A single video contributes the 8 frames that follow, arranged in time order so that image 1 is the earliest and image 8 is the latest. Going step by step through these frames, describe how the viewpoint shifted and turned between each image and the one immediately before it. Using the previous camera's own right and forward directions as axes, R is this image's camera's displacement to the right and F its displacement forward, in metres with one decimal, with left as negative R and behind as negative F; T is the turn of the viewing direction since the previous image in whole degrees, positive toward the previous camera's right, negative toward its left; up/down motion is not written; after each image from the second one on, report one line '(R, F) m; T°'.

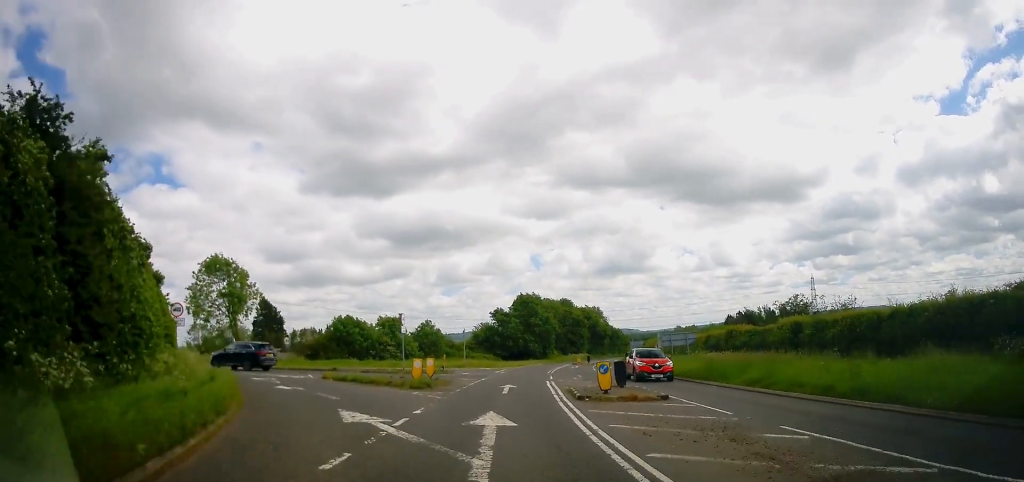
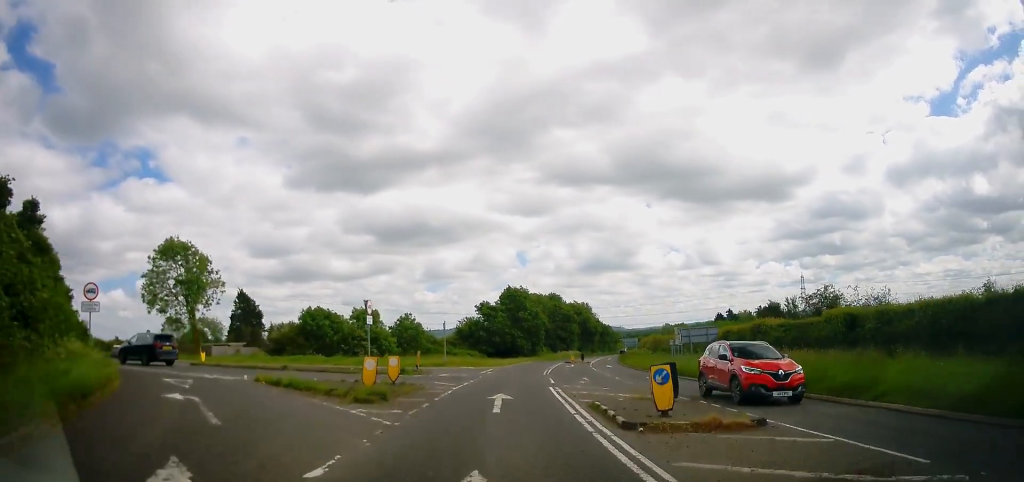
(0.0, +6.5) m; 0°
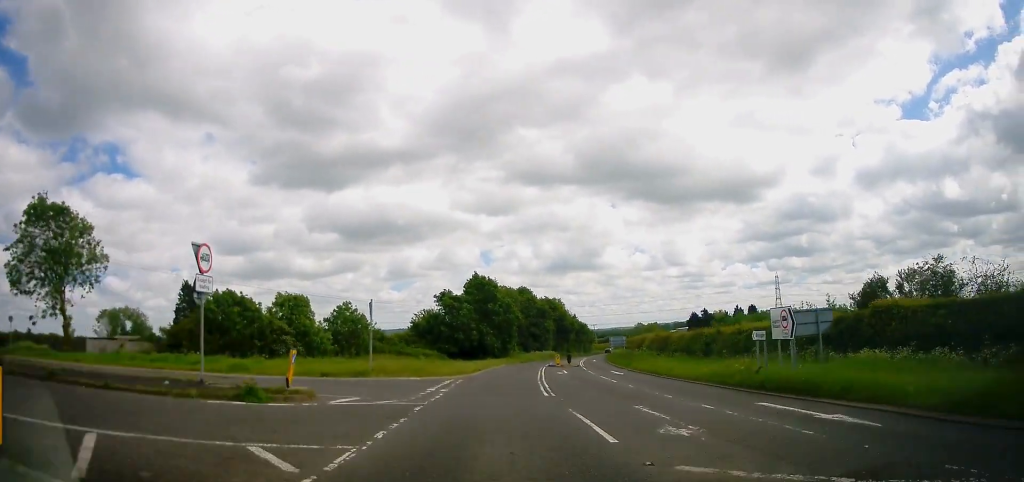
(+0.2, +15.3) m; +4°
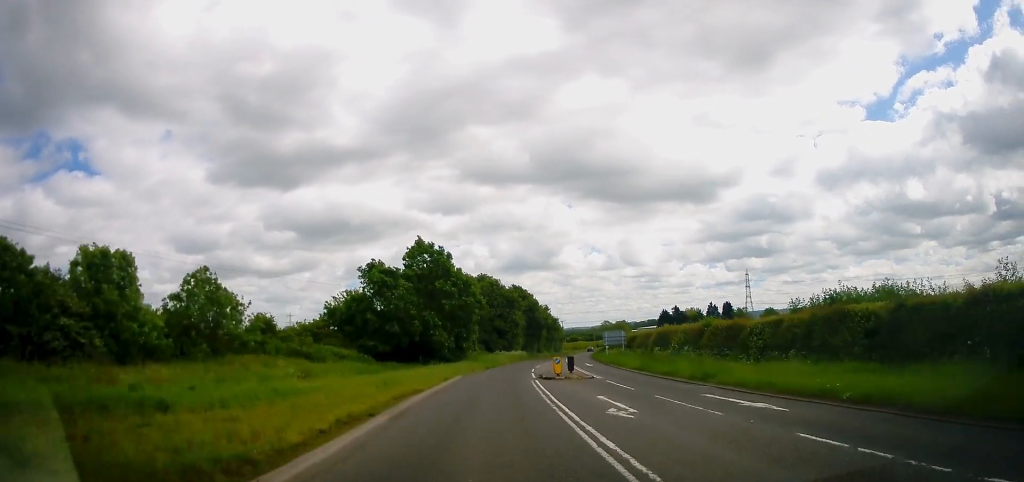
(+1.4, +23.6) m; +5°
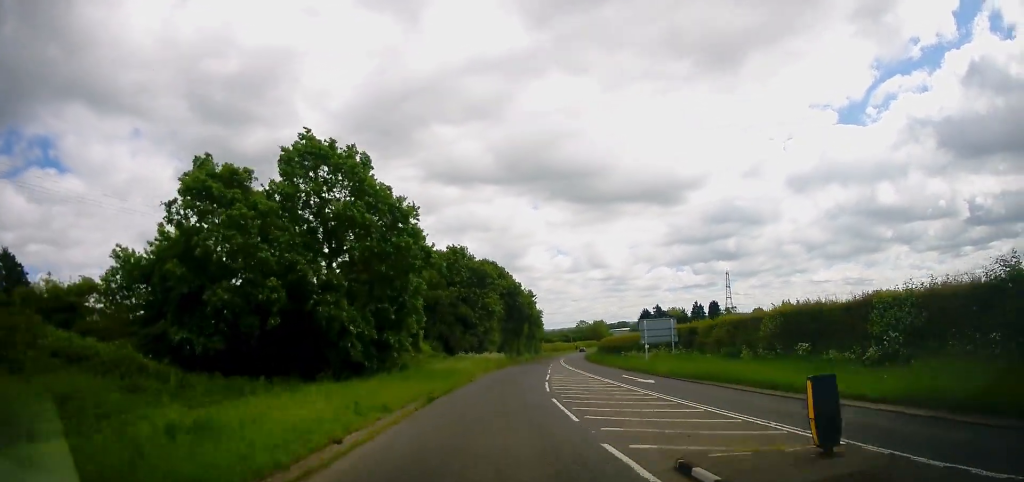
(+0.8, +27.3) m; +3°
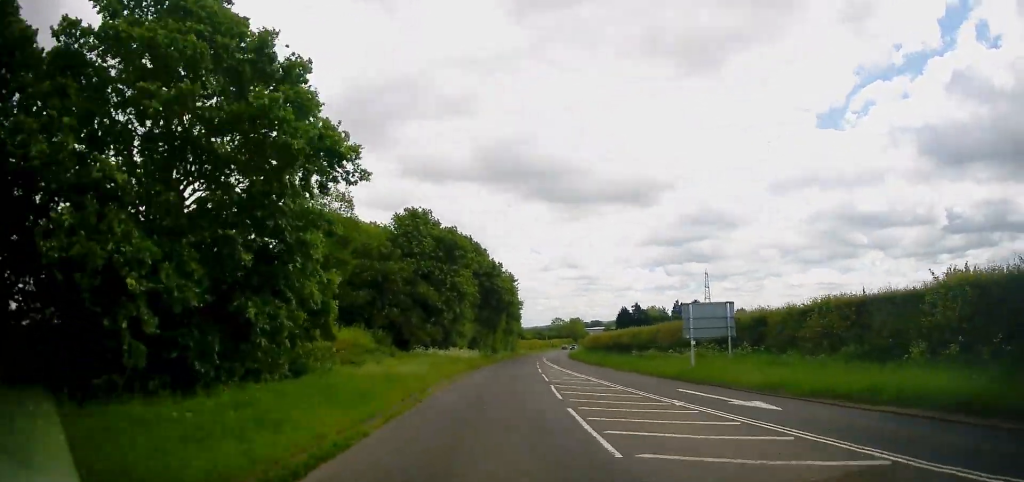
(+0.1, +13.9) m; +2°
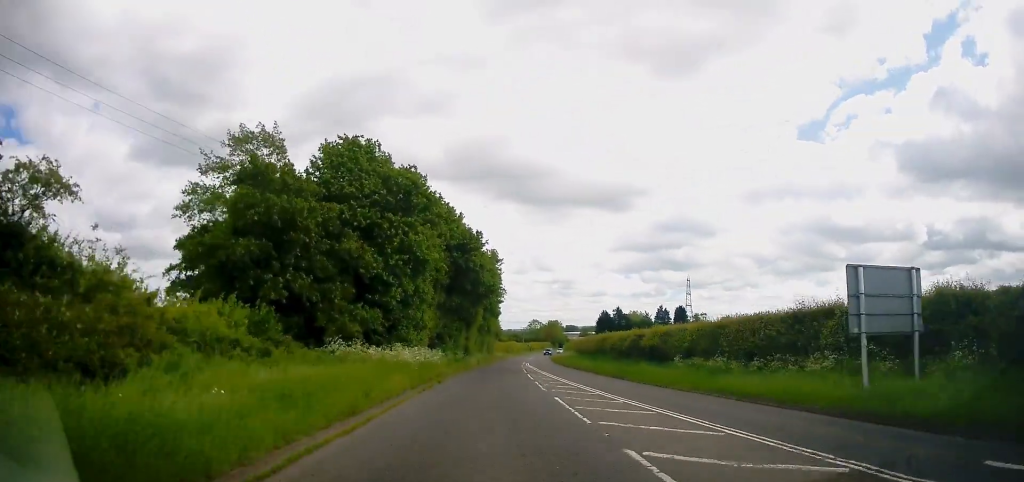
(+0.4, +14.5) m; +3°
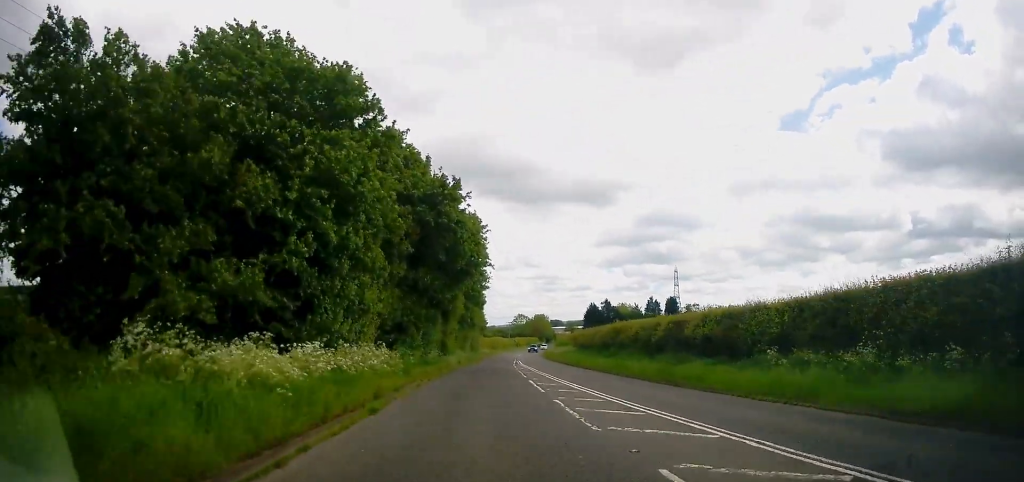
(+0.2, +10.9) m; +1°
